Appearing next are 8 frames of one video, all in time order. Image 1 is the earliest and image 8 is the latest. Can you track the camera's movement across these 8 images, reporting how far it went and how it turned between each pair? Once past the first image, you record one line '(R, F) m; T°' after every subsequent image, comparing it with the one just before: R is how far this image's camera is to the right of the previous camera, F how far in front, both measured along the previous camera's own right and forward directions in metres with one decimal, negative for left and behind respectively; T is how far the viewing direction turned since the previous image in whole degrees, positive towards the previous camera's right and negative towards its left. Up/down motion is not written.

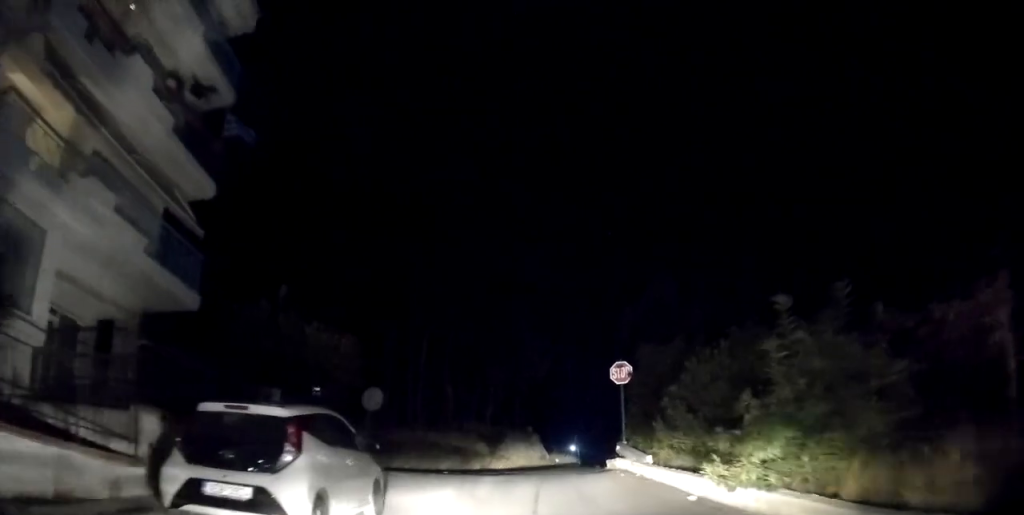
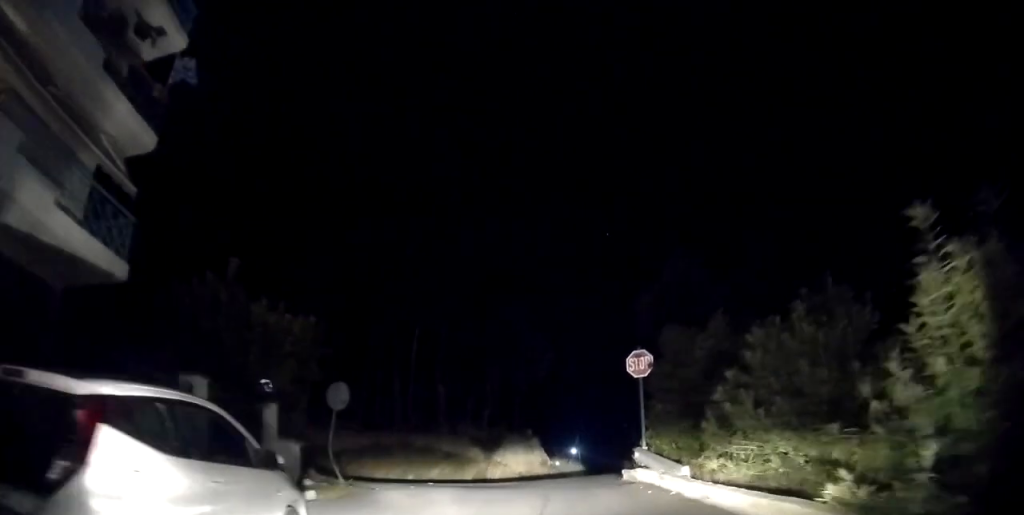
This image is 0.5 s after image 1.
(0.0, +3.4) m; +1°
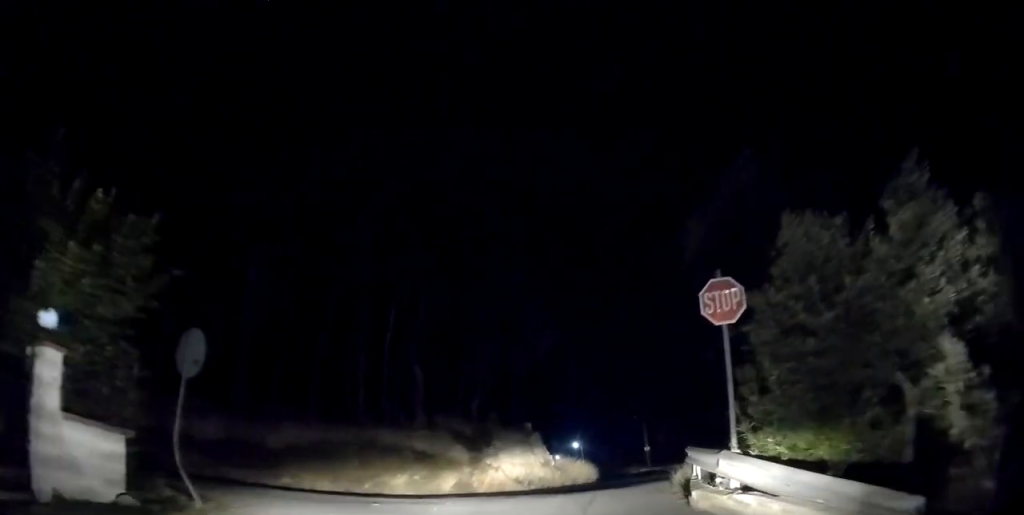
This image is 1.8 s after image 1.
(+0.4, +6.7) m; +2°
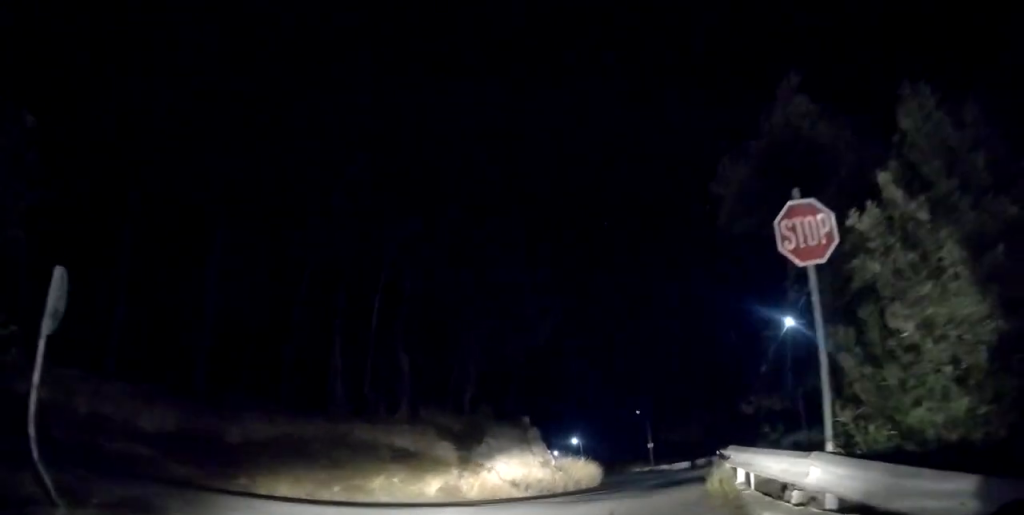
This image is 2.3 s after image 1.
(-0.1, +2.9) m; -2°
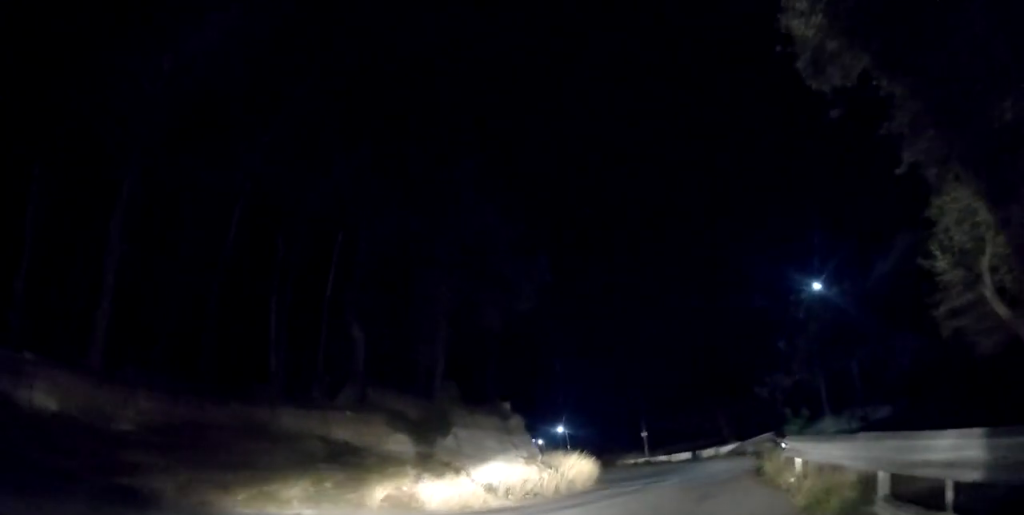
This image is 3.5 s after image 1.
(0.0, +4.9) m; +3°
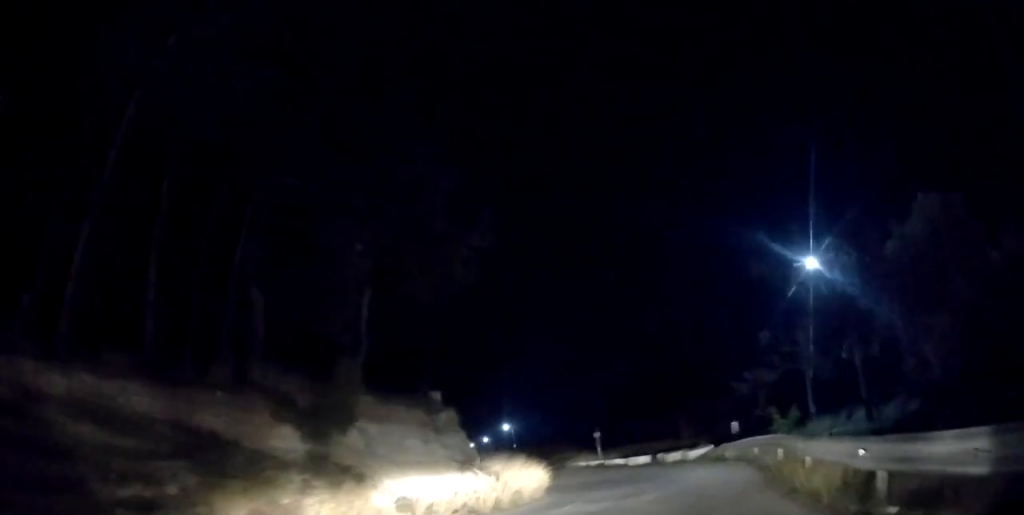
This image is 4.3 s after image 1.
(+0.2, +3.7) m; +3°
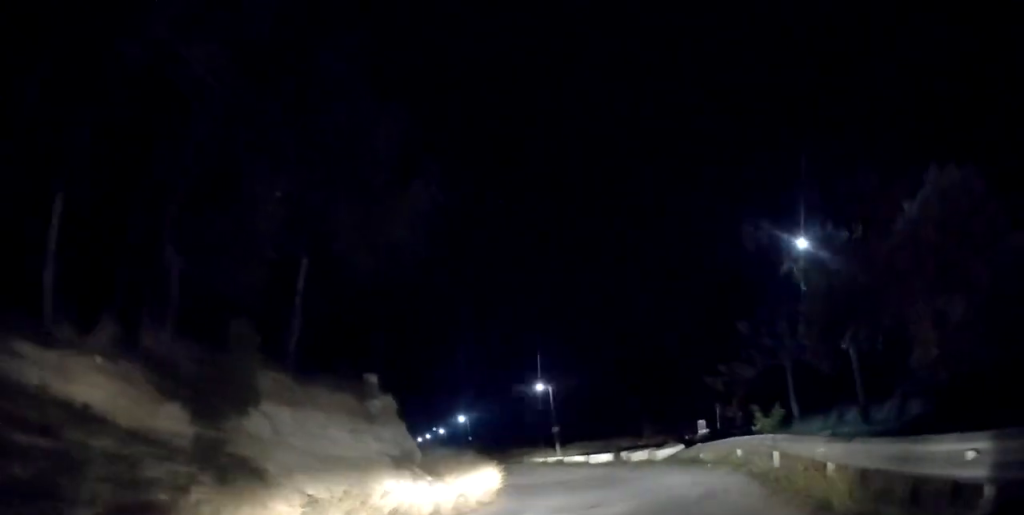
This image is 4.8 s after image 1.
(0.0, +2.2) m; +4°
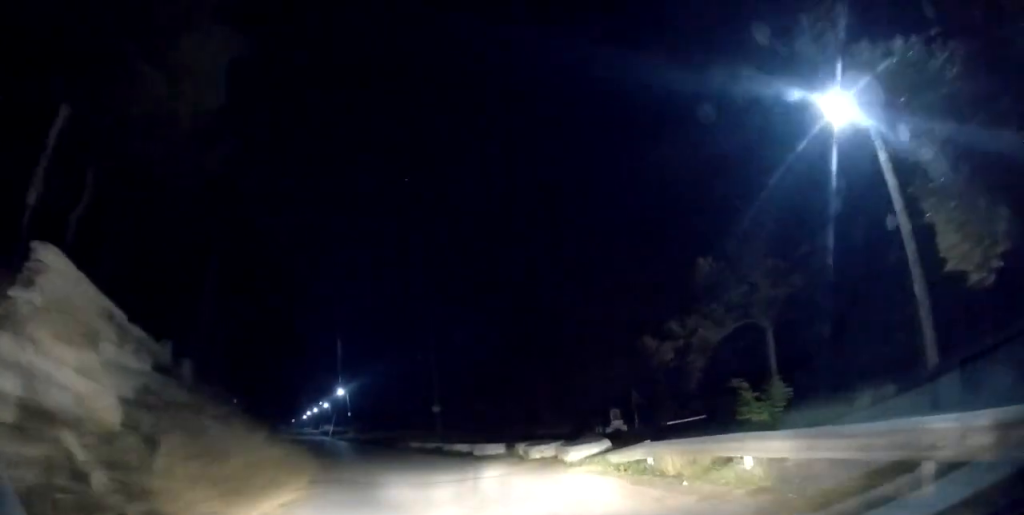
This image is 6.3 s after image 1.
(+0.7, +7.3) m; +5°
